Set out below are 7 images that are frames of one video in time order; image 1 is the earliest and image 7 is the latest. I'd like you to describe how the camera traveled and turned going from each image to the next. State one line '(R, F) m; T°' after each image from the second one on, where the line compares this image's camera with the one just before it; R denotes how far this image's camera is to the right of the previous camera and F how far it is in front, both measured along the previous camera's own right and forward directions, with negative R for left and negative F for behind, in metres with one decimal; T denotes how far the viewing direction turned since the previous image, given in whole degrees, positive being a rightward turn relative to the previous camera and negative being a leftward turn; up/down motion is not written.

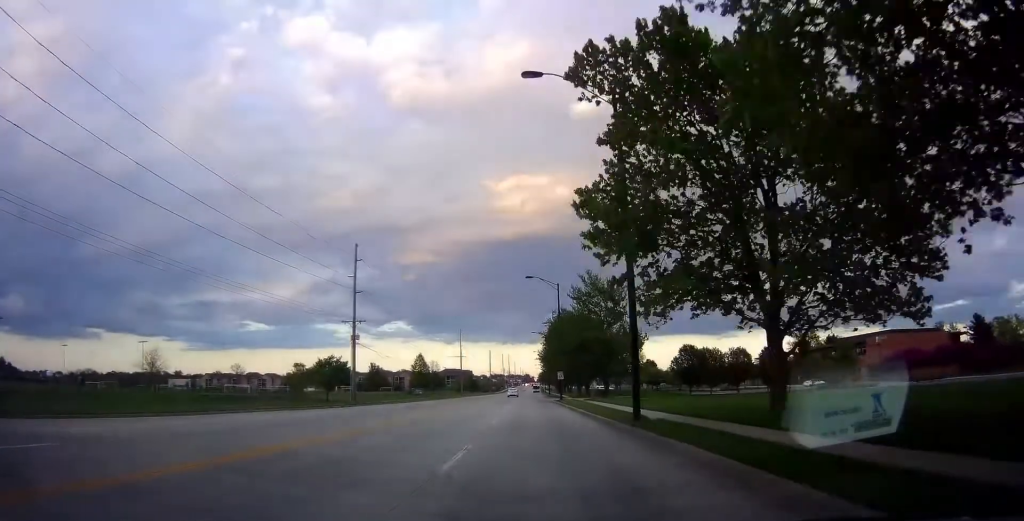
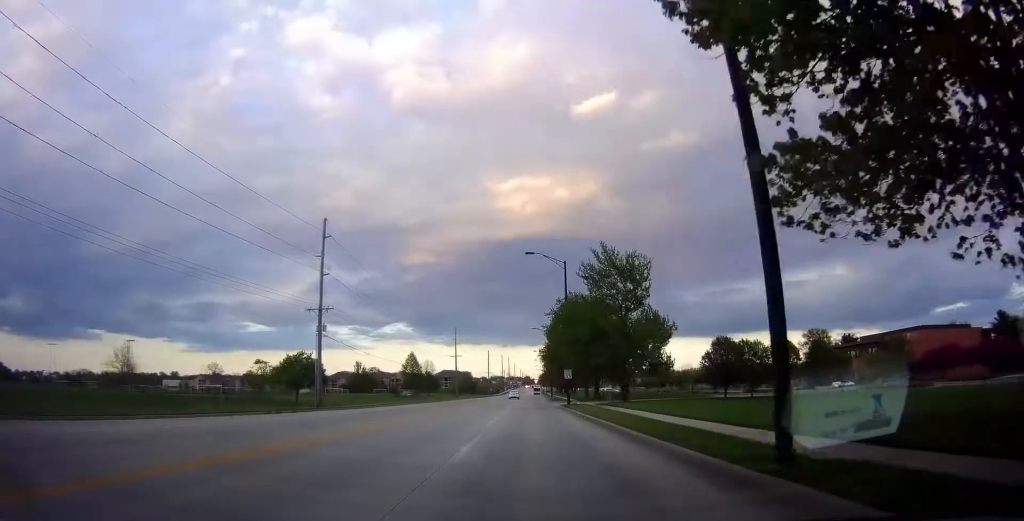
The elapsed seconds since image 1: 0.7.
(0.0, +11.3) m; 0°
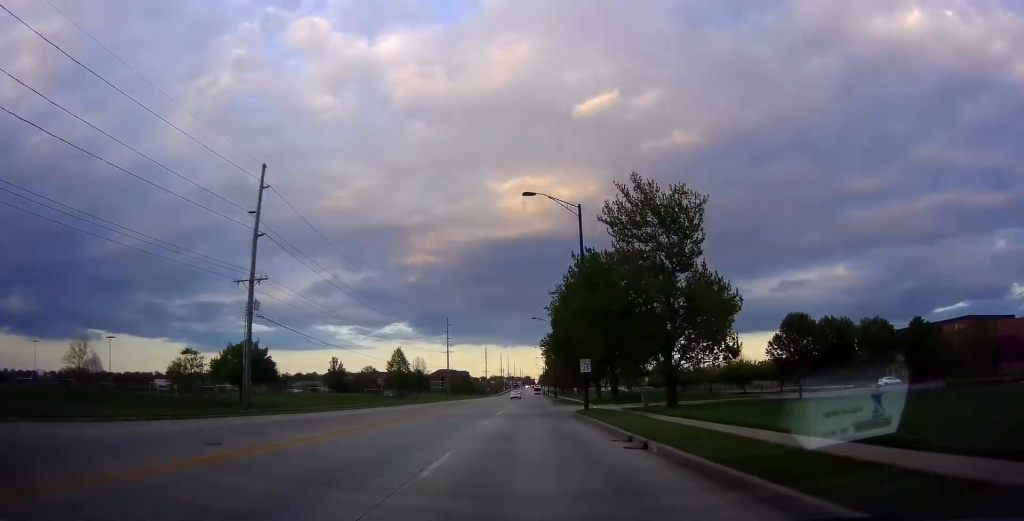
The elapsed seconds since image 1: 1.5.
(0.0, +14.7) m; +2°
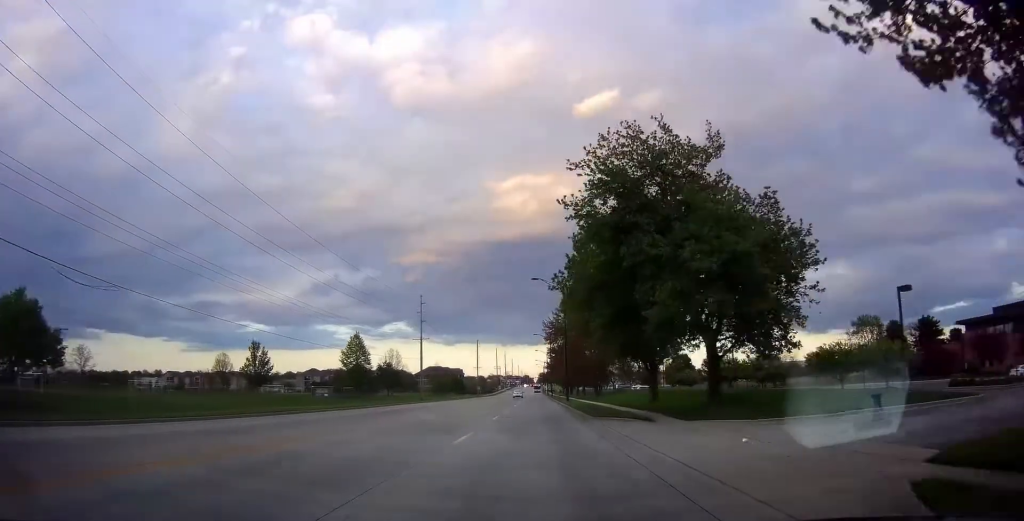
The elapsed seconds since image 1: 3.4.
(+0.3, +31.1) m; -1°
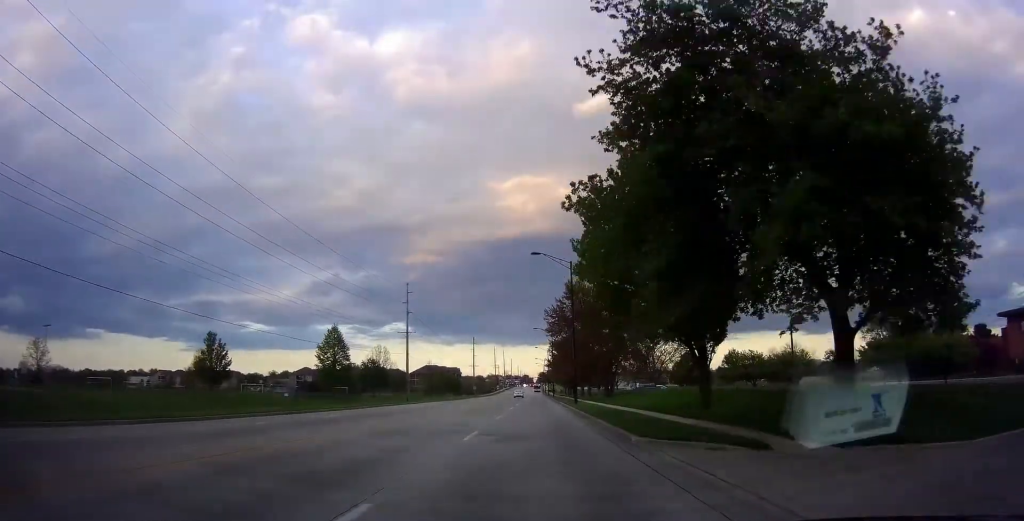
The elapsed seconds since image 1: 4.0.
(-0.1, +10.9) m; -1°
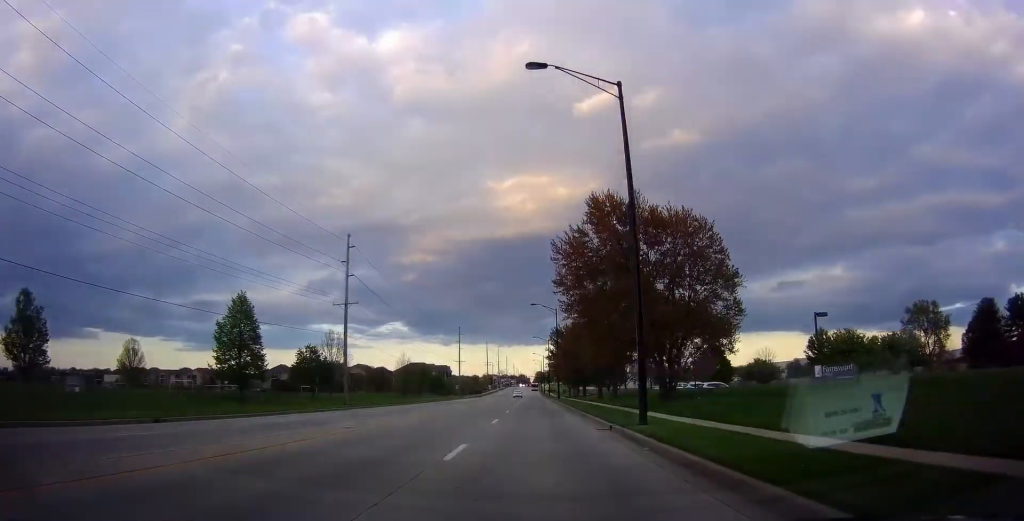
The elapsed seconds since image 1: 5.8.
(0.0, +29.9) m; 0°
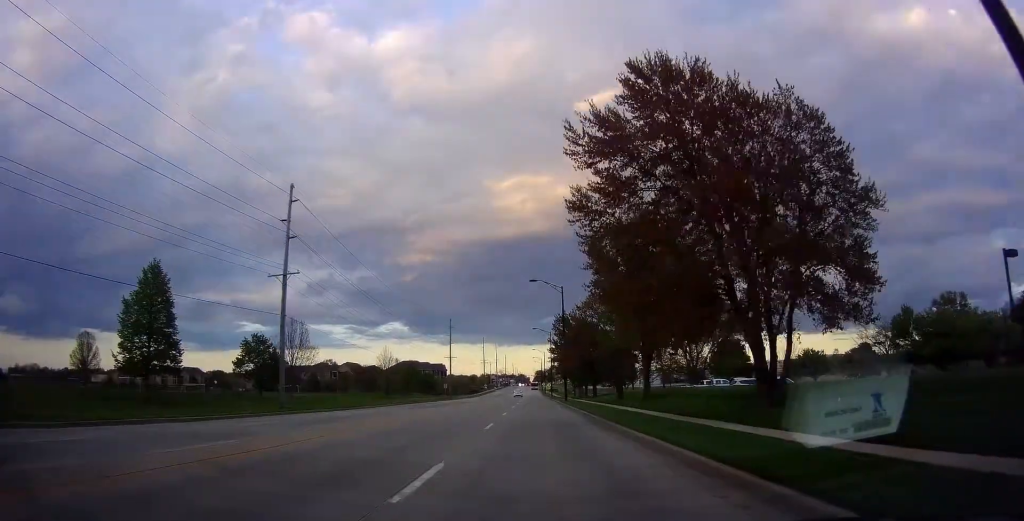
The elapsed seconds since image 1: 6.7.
(0.0, +16.4) m; +2°
